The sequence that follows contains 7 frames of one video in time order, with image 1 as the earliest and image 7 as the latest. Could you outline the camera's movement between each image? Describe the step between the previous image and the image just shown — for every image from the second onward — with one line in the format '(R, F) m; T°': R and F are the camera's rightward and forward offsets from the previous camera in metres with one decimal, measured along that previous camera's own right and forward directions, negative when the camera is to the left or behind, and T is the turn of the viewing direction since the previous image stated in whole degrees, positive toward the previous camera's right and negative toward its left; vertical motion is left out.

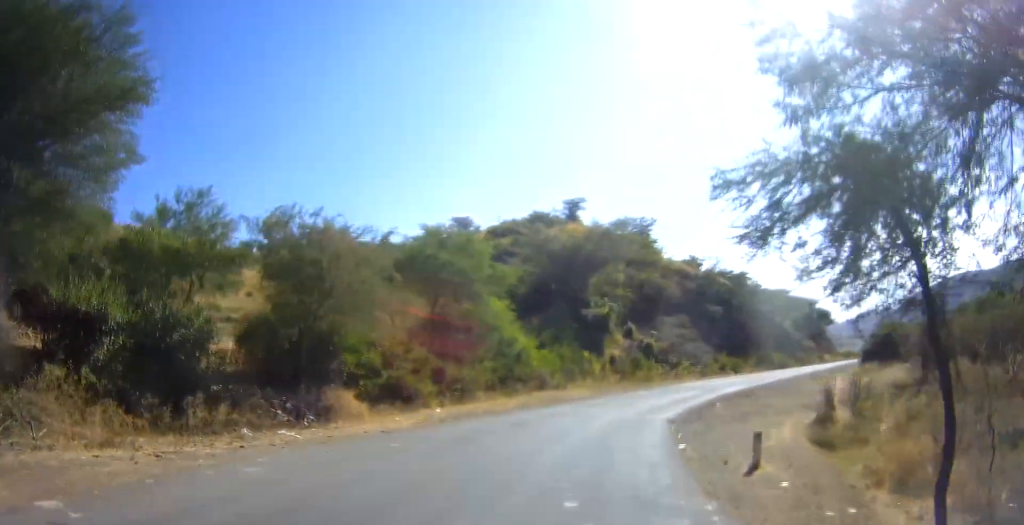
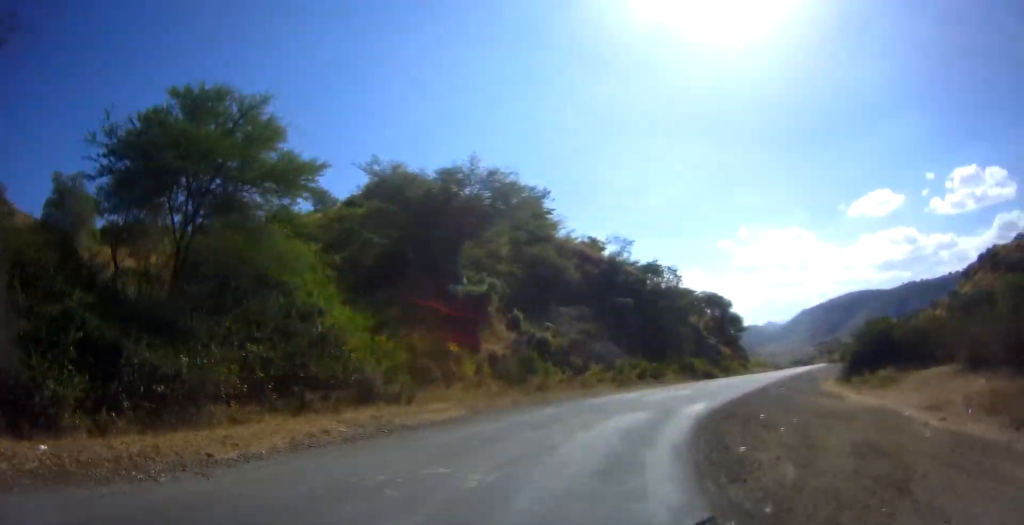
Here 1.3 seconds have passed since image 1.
(+2.0, +16.0) m; +15°
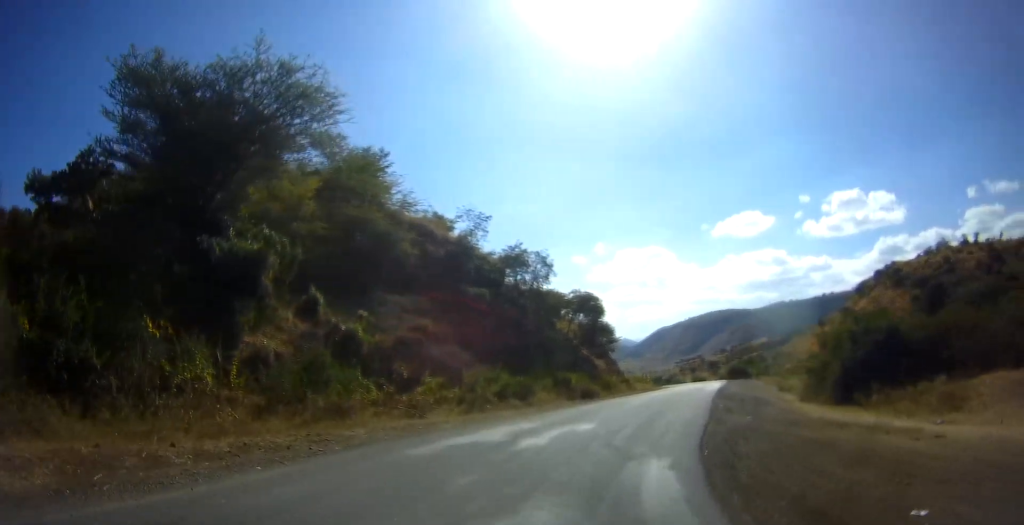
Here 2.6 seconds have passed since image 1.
(+2.1, +14.3) m; +15°
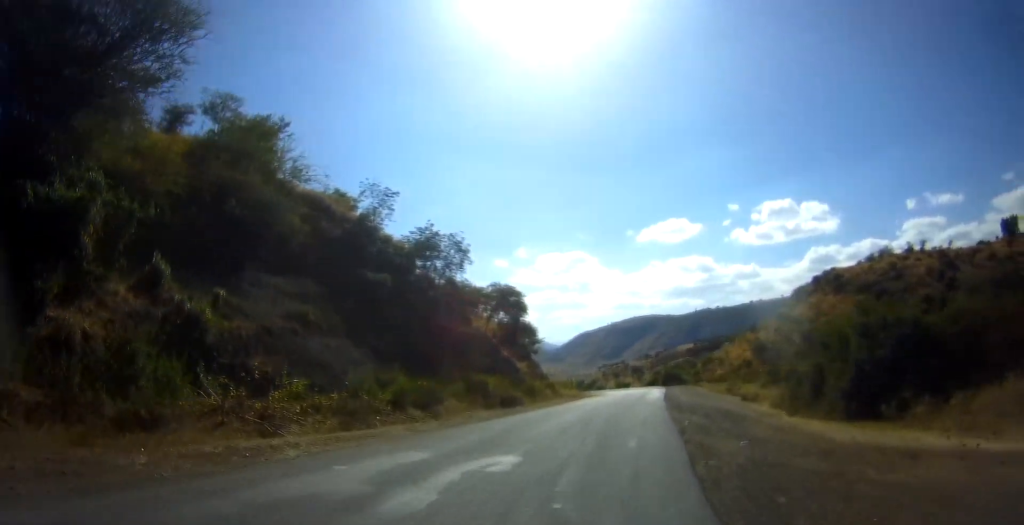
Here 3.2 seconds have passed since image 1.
(+0.5, +7.0) m; +6°
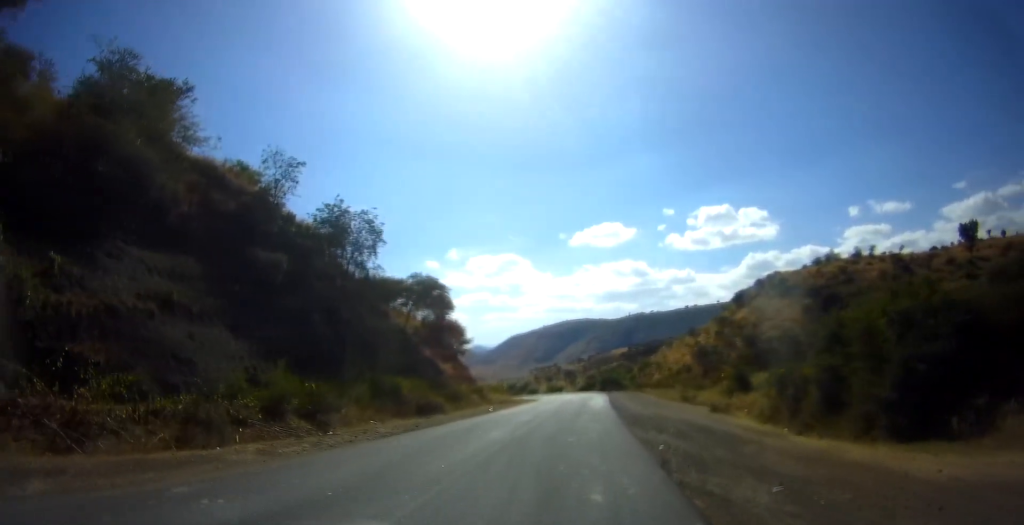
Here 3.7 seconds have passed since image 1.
(+0.2, +6.1) m; +5°
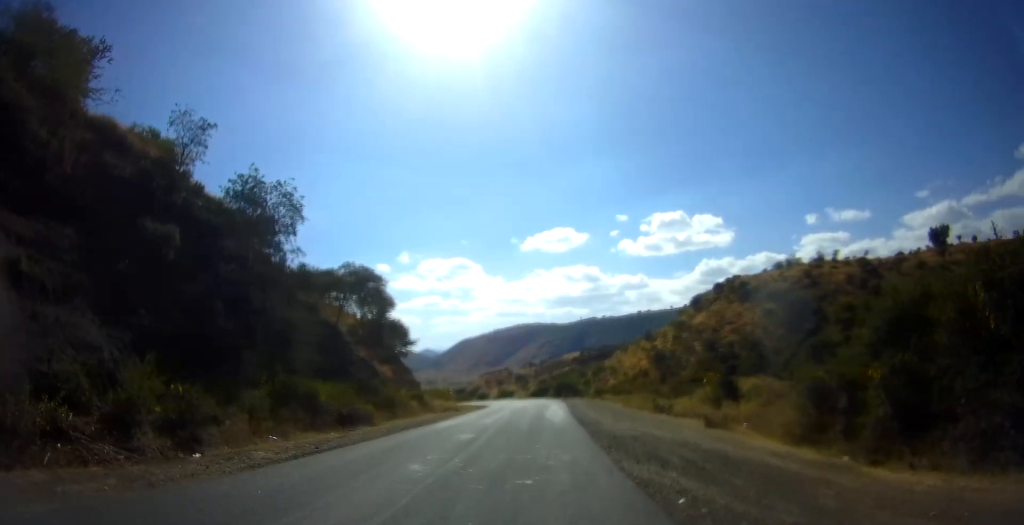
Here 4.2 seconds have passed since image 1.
(-0.2, +6.1) m; +5°
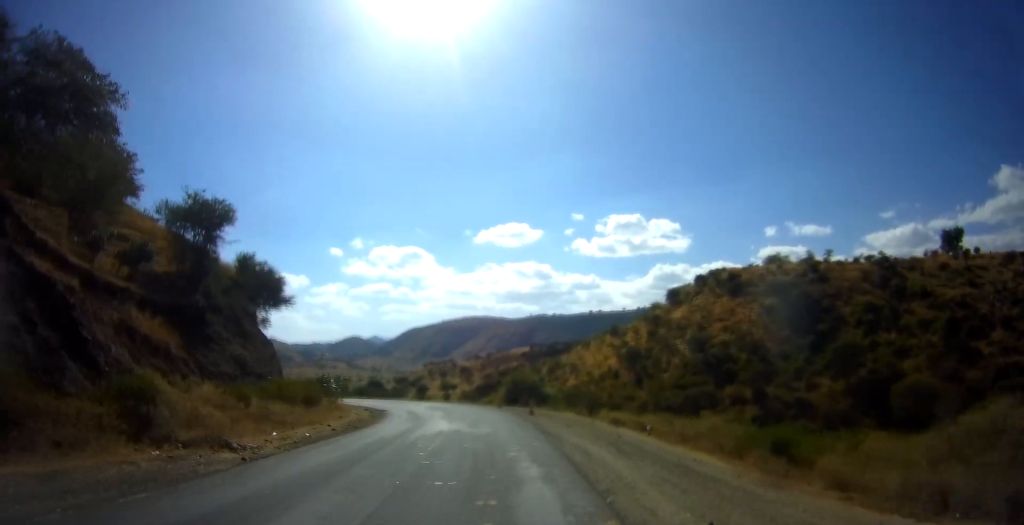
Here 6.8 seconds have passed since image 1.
(+3.5, +31.3) m; +8°
